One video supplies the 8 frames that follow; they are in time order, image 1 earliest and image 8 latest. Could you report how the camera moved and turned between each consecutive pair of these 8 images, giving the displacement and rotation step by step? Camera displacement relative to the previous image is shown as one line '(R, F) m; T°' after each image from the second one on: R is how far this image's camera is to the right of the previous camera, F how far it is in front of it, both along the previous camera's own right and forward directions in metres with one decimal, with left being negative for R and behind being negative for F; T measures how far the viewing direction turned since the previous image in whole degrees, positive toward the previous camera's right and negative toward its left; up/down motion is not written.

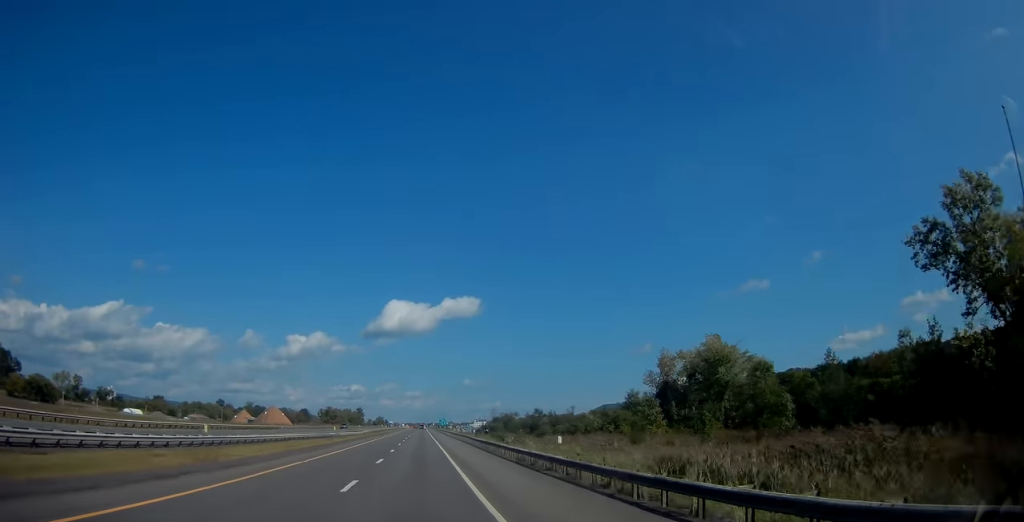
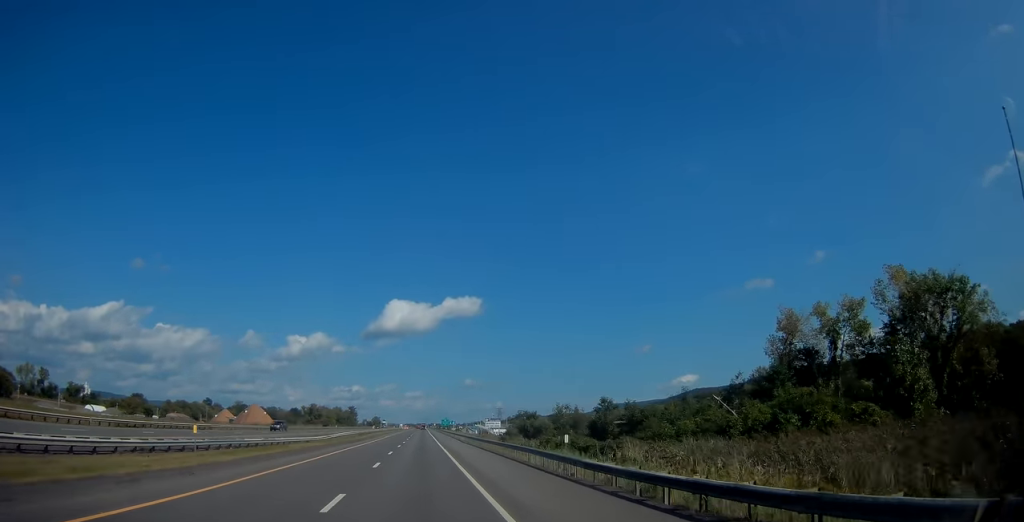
(0.0, +39.6) m; 0°
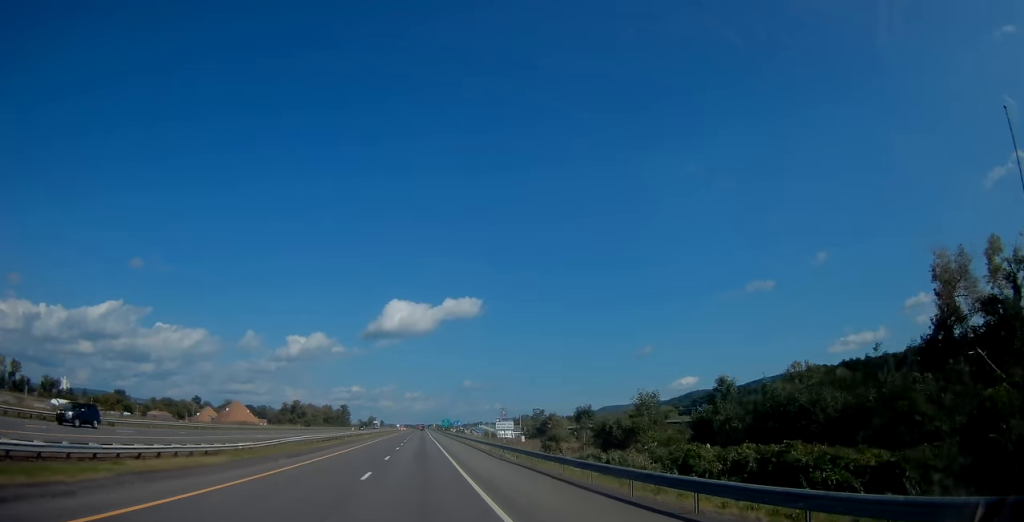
(0.0, +28.3) m; 0°
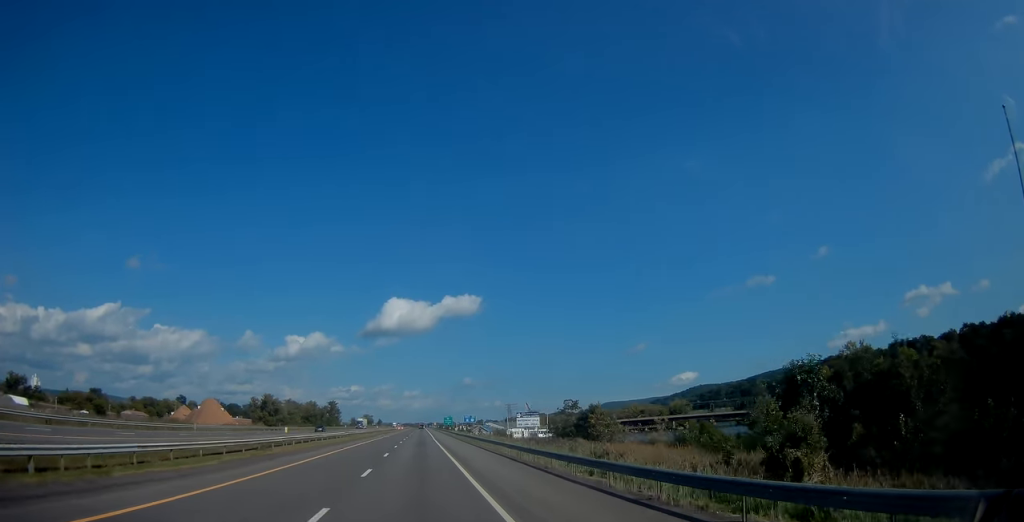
(0.0, +36.2) m; 0°
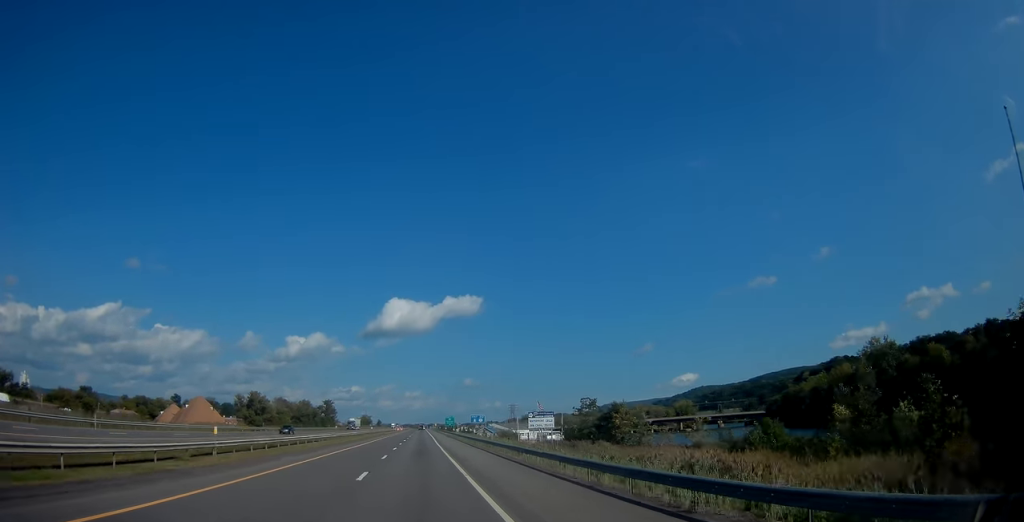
(0.0, +13.4) m; 0°
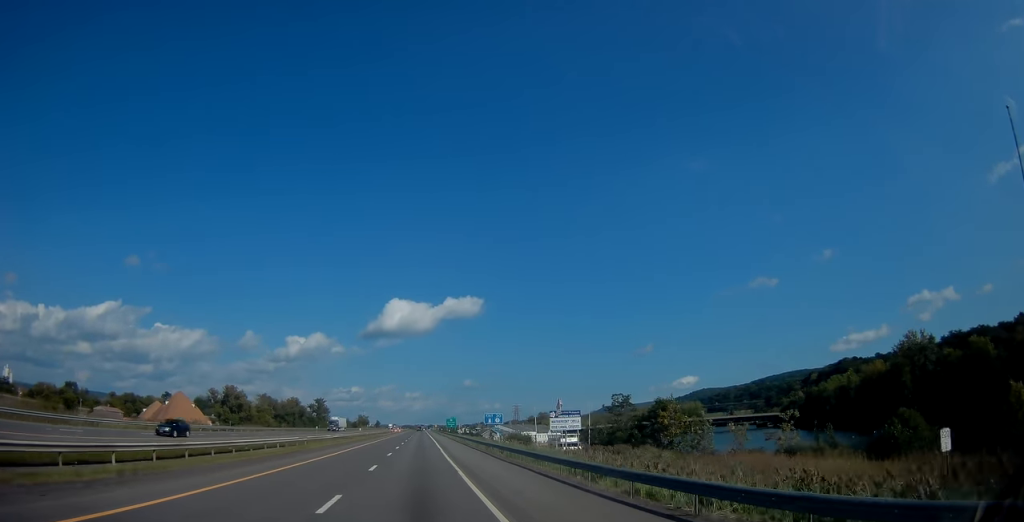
(0.0, +19.1) m; 0°
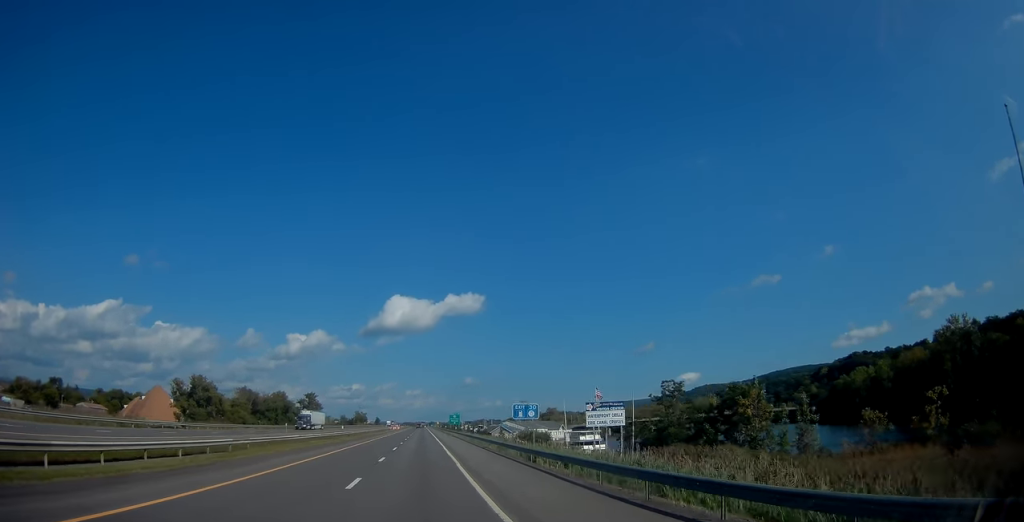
(0.0, +20.1) m; 0°
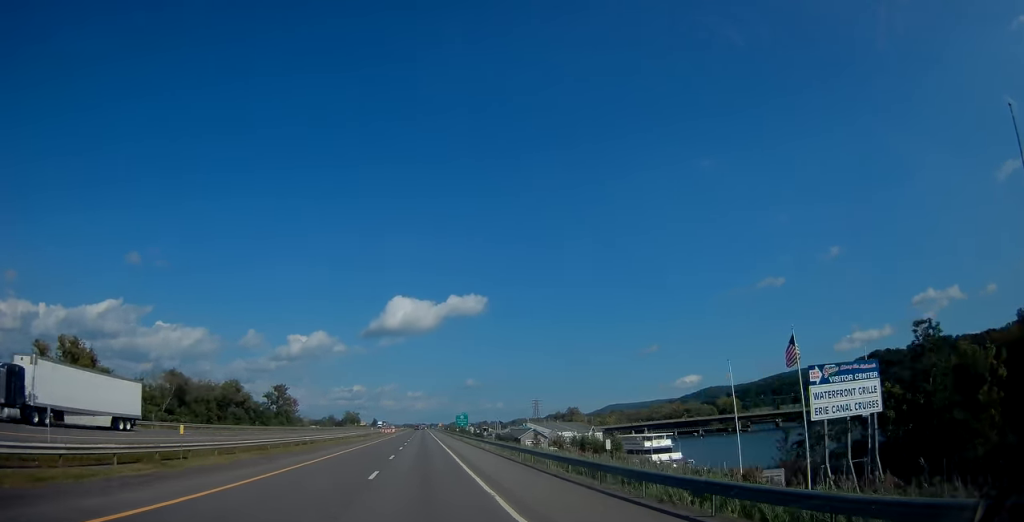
(-0.1, +44.9) m; -1°
